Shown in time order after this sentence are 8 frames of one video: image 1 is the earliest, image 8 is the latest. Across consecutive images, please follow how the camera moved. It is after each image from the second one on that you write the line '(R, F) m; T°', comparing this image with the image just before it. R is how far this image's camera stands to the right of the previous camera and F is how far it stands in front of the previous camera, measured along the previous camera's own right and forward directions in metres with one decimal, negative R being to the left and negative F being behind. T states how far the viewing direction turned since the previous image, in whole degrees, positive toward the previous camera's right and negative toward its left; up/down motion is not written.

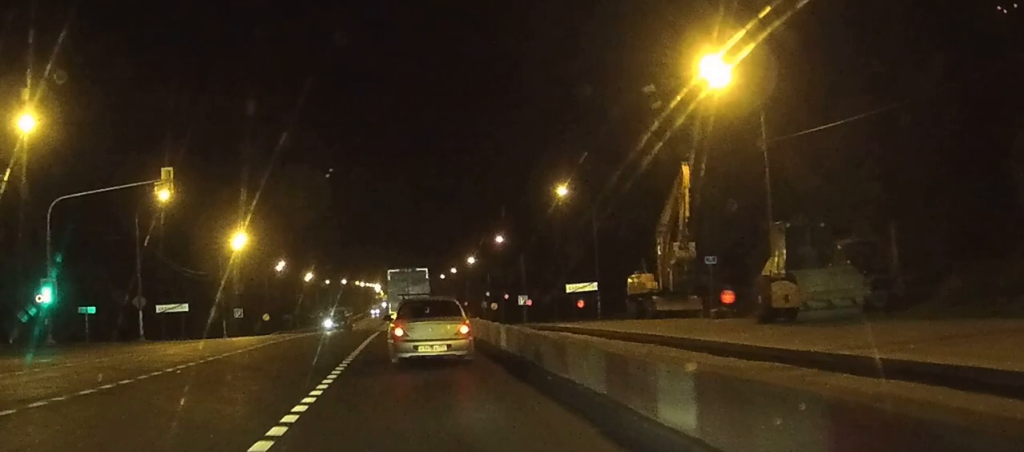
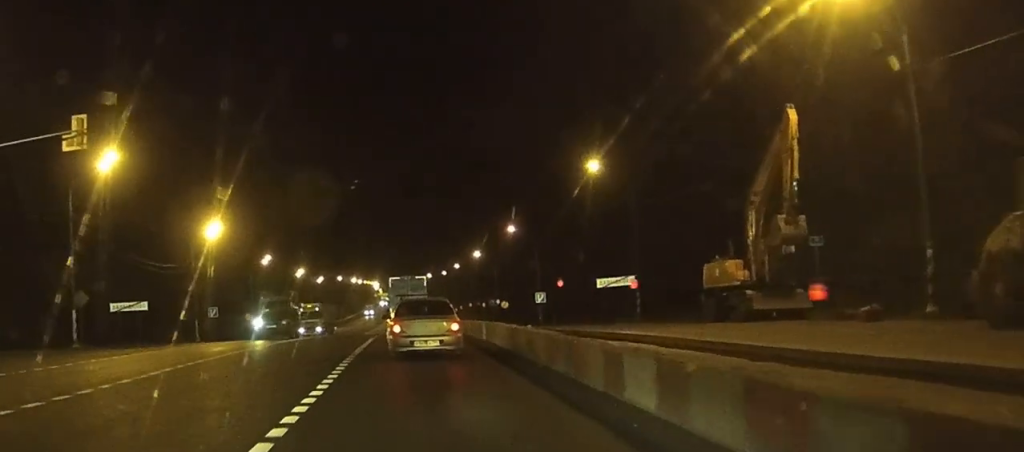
(+0.1, +13.2) m; +1°
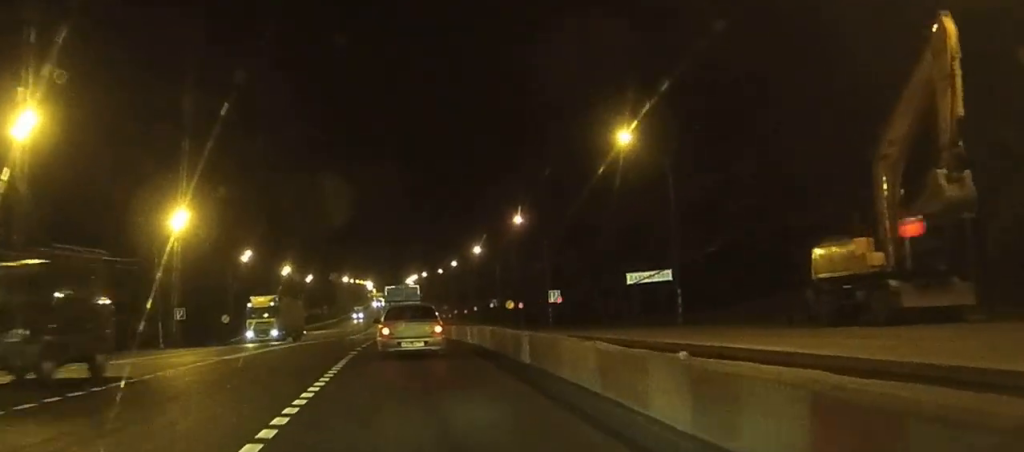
(0.0, +11.0) m; 0°
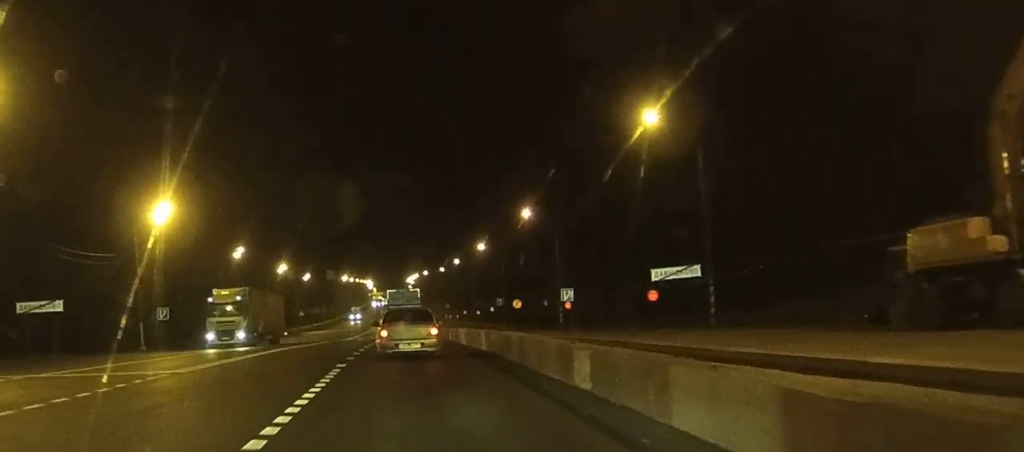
(0.0, +5.6) m; 0°
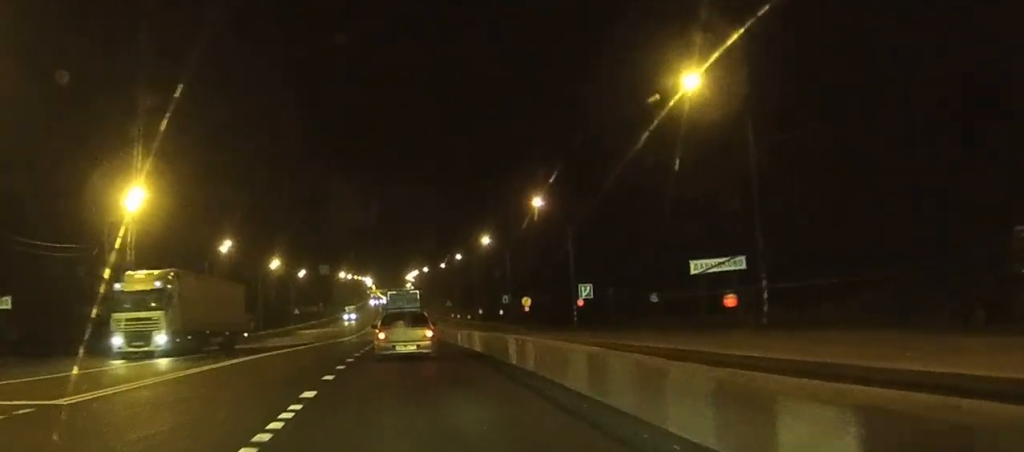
(0.0, +7.1) m; 0°
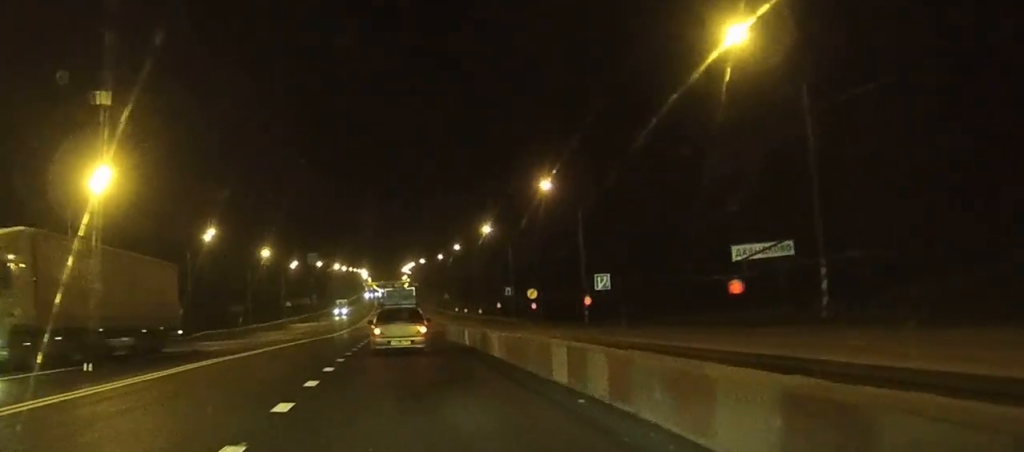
(0.0, +6.4) m; 0°
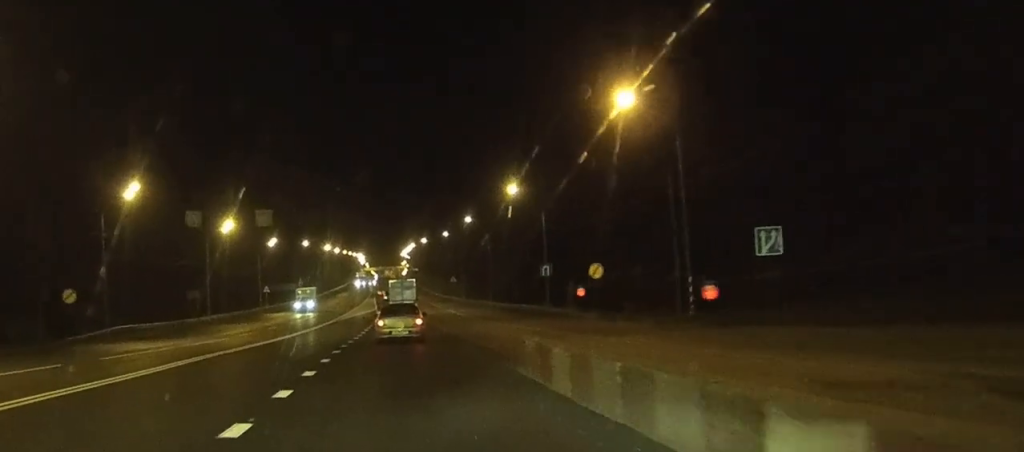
(-0.1, +26.1) m; 0°
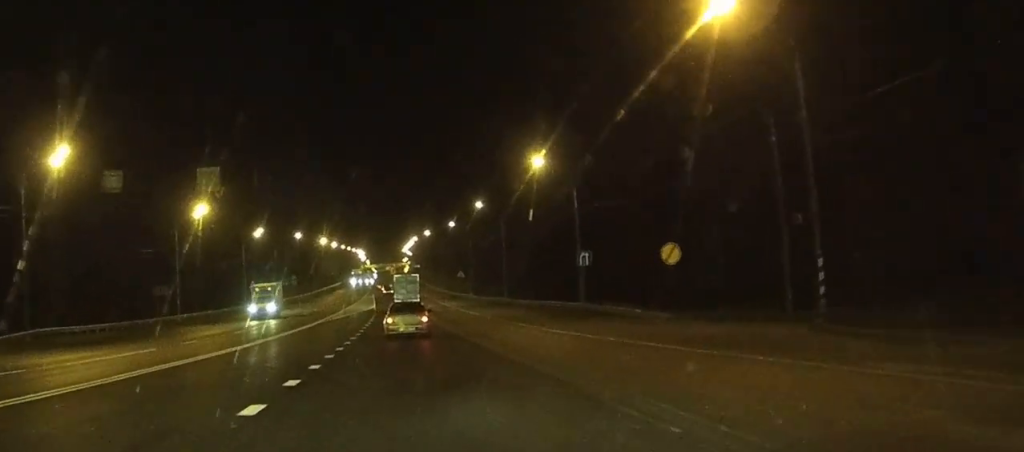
(+0.1, +14.6) m; 0°
